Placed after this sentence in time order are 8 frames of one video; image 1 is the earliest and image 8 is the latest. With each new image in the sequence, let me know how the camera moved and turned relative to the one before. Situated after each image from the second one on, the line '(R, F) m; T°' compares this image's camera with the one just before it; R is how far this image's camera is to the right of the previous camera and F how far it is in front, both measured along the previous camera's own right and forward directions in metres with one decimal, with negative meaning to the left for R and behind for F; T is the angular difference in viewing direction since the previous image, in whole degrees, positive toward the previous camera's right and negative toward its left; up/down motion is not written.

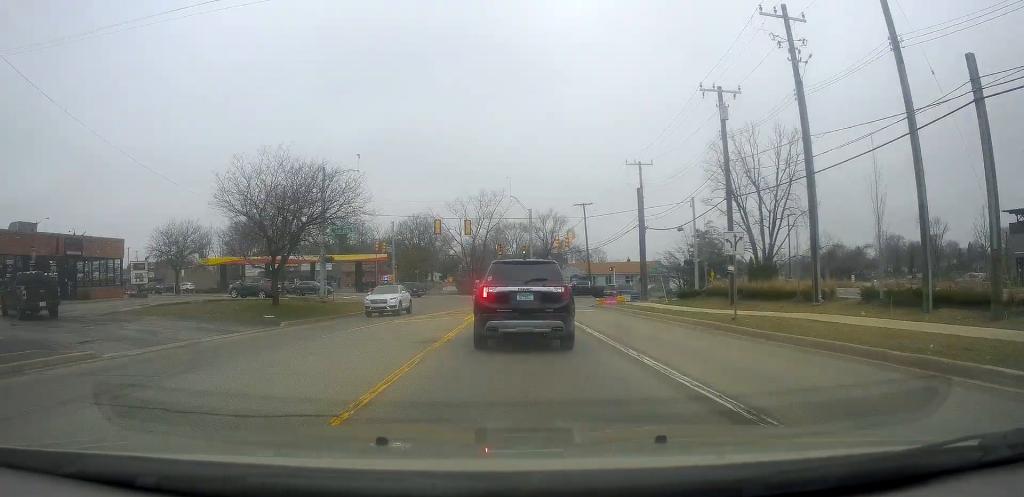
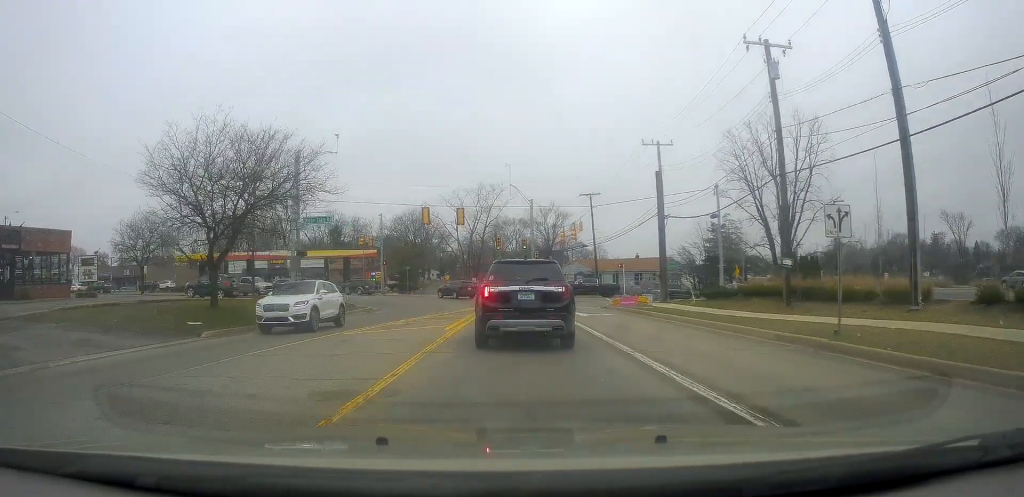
(-0.1, +7.0) m; -1°
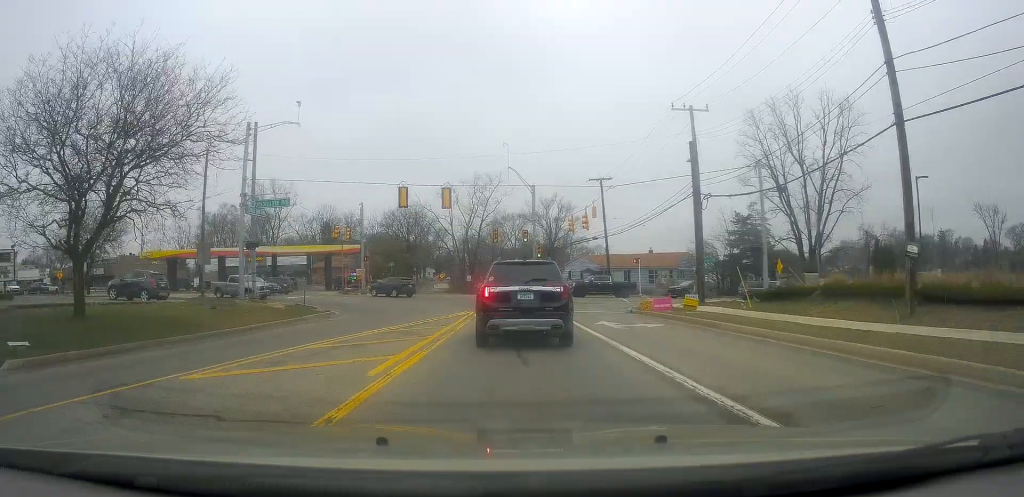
(-0.3, +8.8) m; 0°
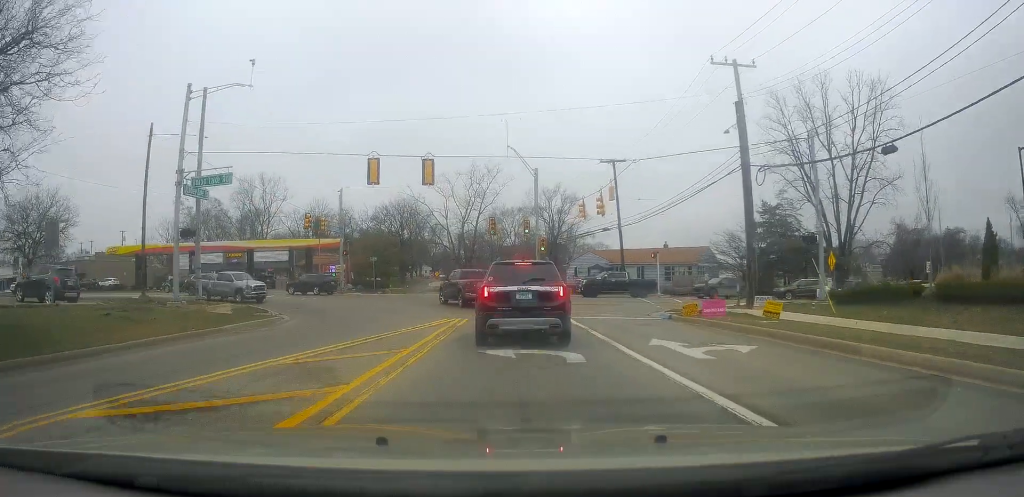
(+0.3, +7.6) m; +2°
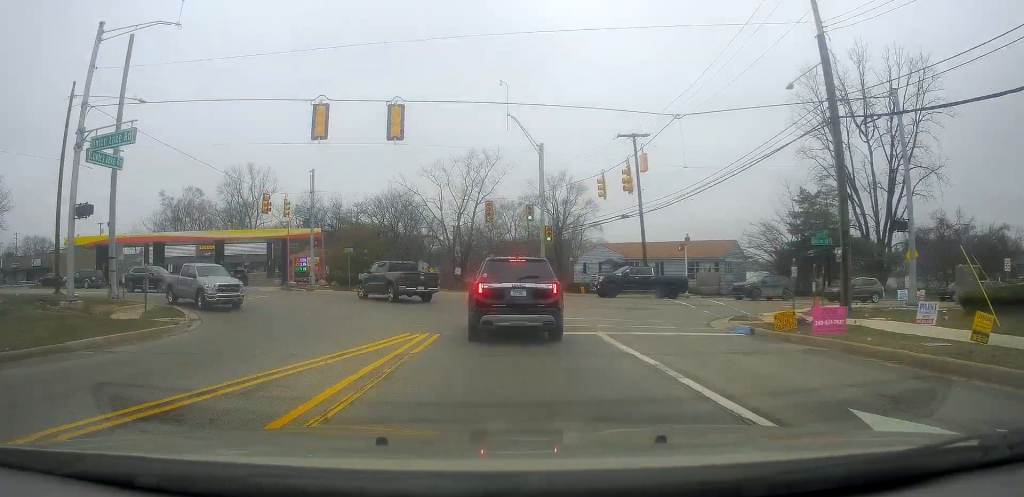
(0.0, +8.4) m; -1°
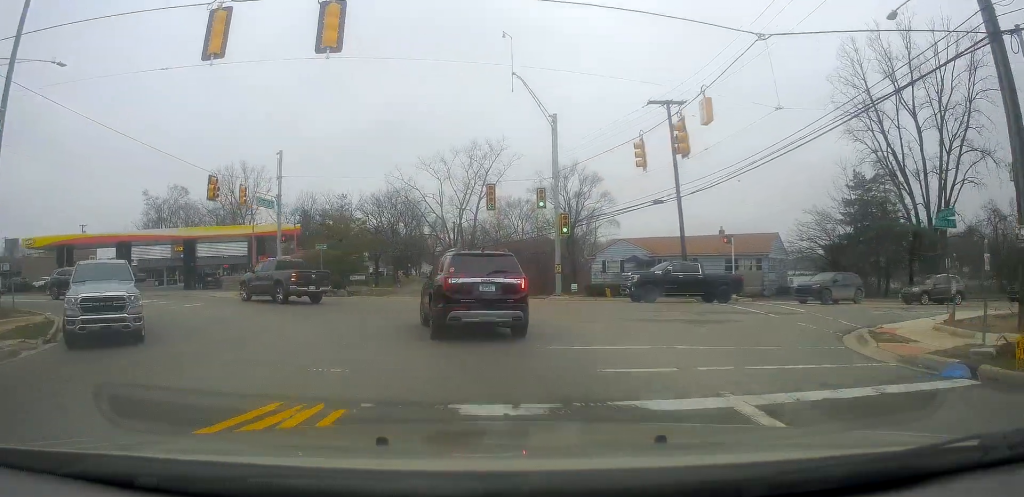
(-0.2, +8.4) m; -5°
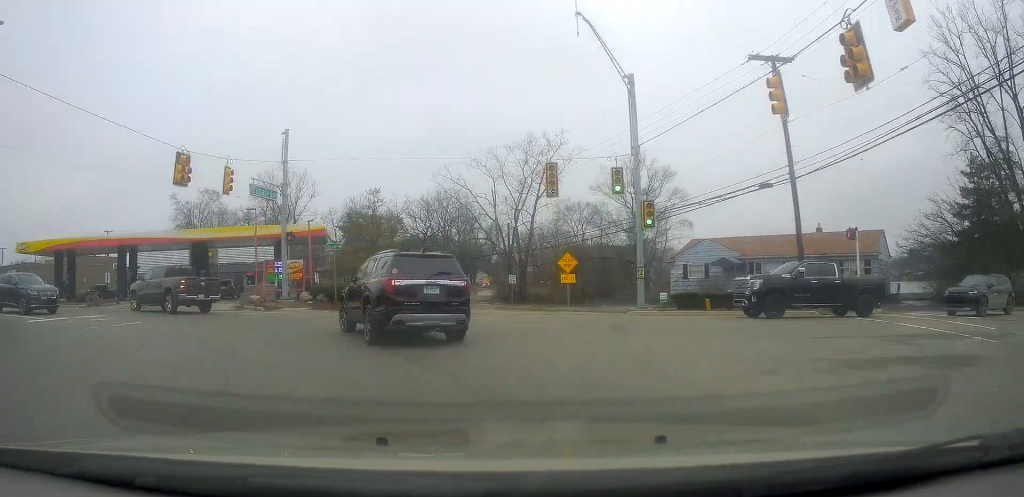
(-0.5, +8.5) m; -8°
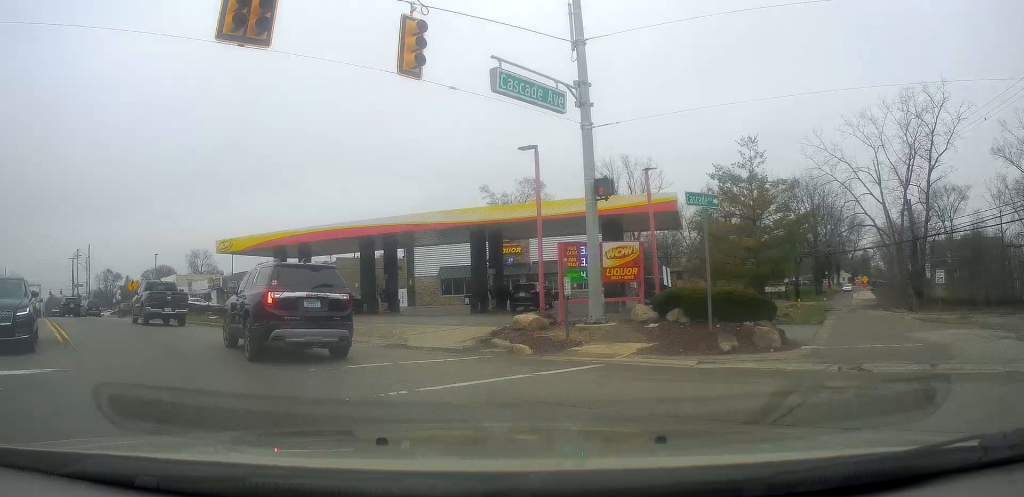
(-3.8, +16.5) m; -31°
